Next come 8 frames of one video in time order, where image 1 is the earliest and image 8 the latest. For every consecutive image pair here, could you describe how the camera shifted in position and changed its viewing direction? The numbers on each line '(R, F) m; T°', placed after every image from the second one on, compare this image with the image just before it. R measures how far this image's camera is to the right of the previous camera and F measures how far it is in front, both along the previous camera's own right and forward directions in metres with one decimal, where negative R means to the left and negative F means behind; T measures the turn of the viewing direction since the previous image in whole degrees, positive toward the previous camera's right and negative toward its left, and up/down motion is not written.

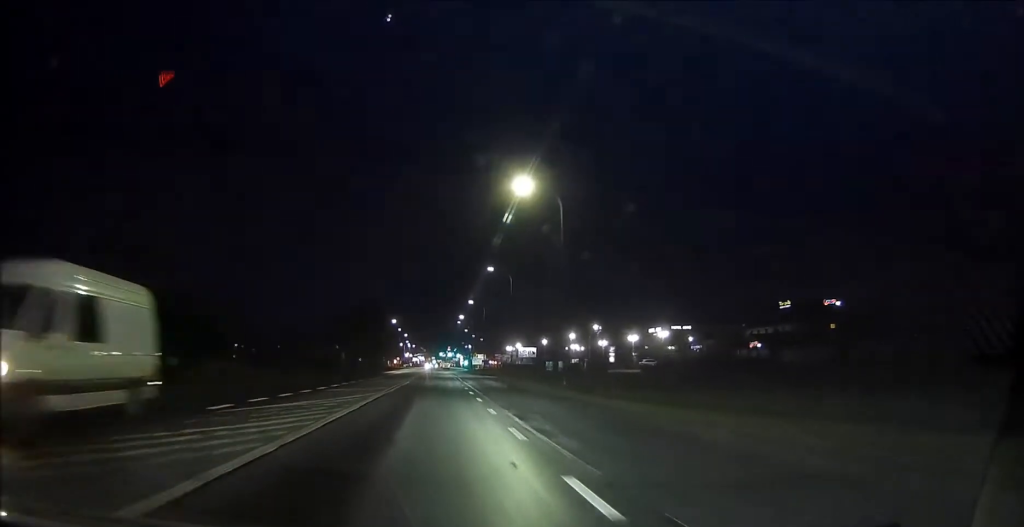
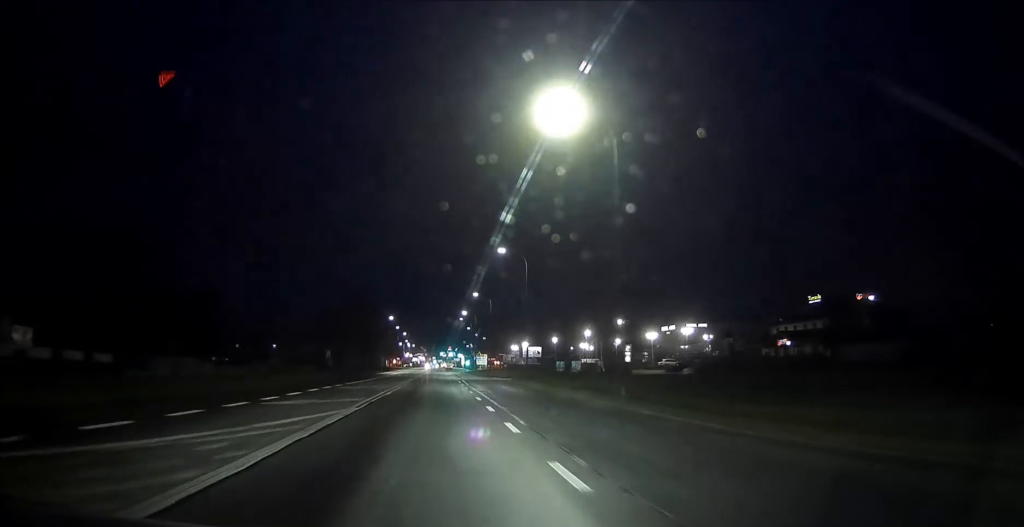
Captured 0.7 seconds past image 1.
(0.0, +10.8) m; 0°
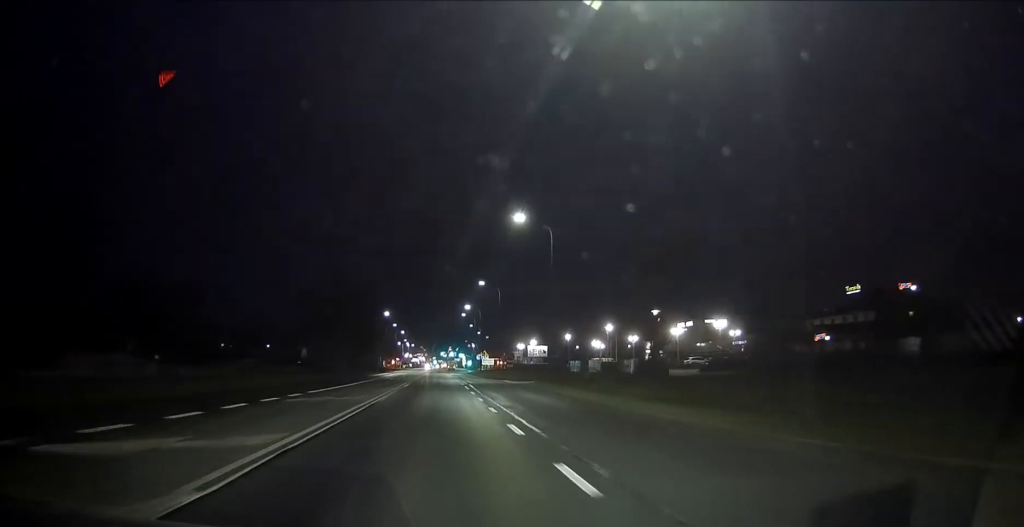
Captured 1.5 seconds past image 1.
(0.0, +12.5) m; 0°
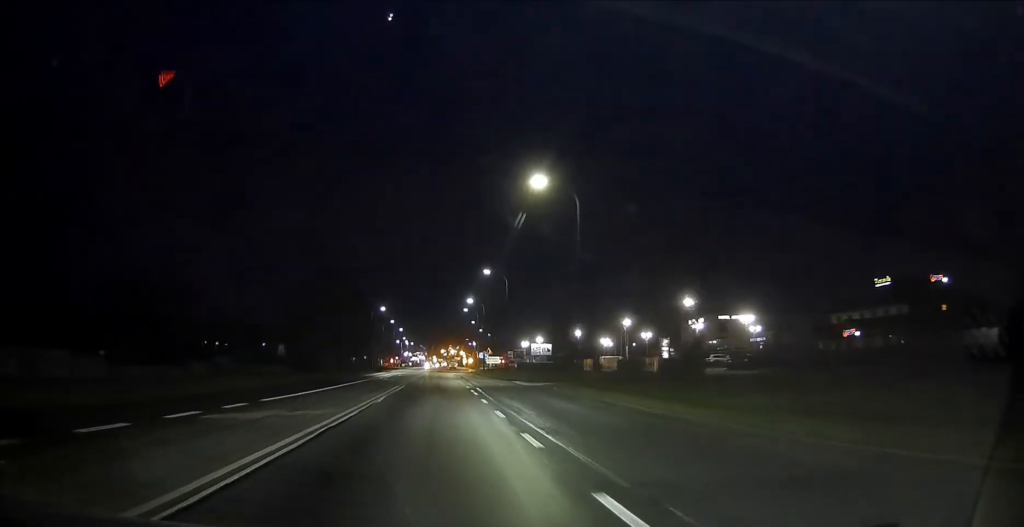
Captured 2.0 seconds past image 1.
(0.0, +8.4) m; 0°
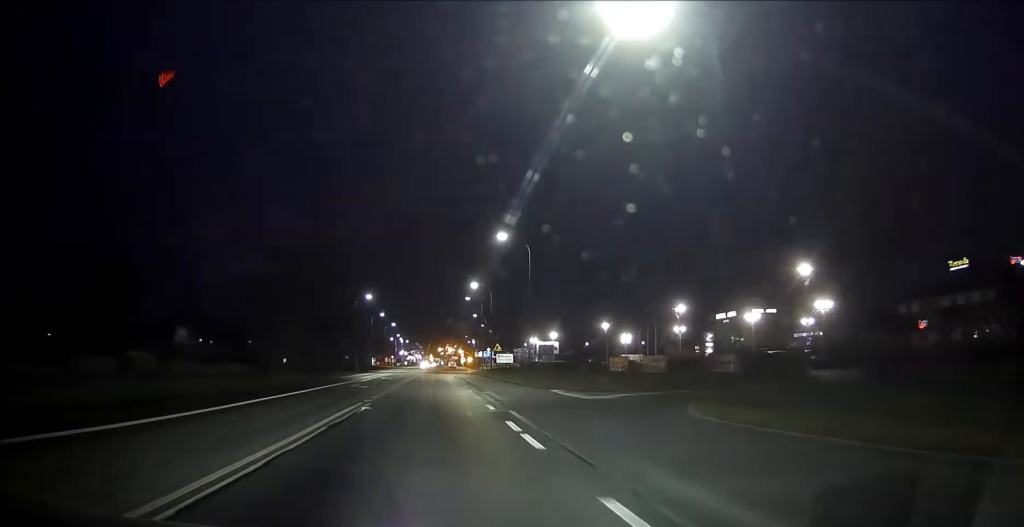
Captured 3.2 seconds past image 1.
(0.0, +18.7) m; 0°
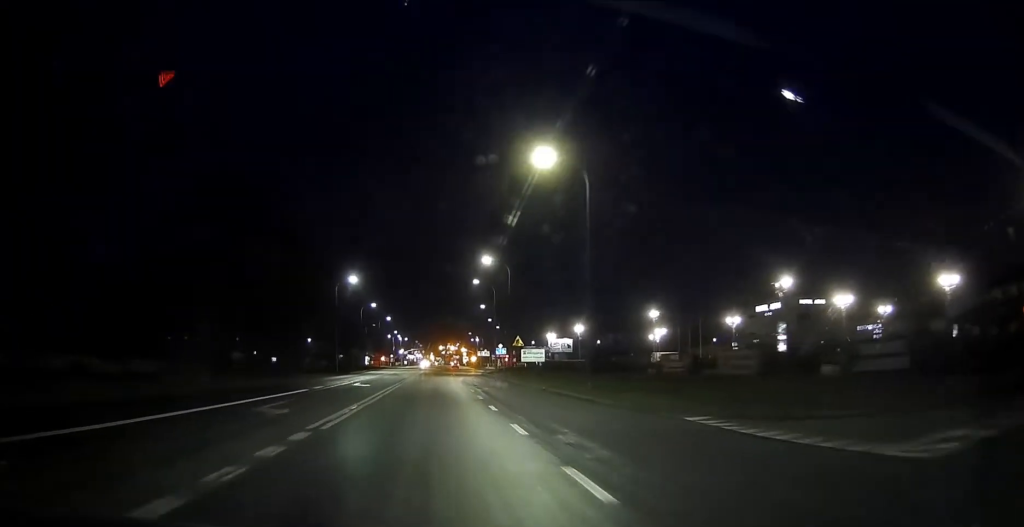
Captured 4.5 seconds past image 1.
(0.0, +18.9) m; 0°
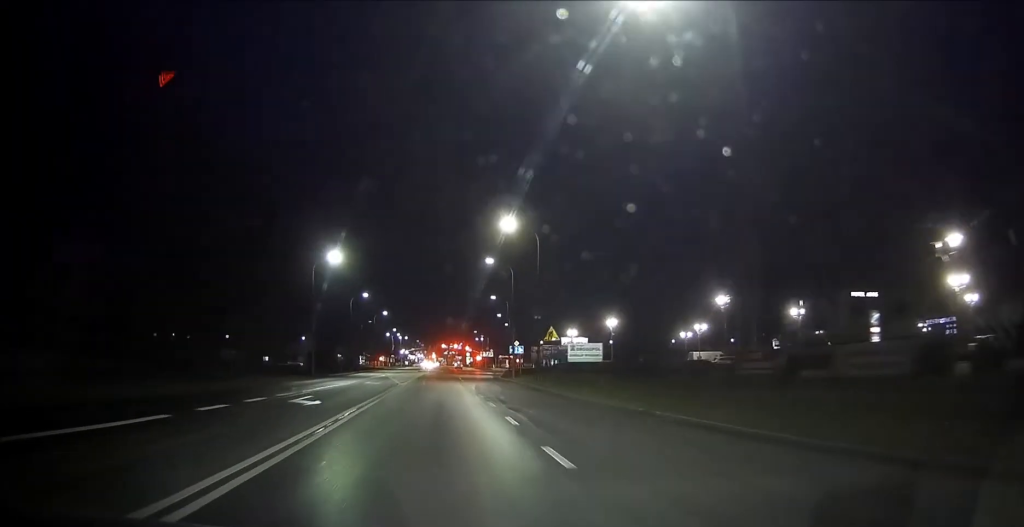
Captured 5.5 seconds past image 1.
(-0.1, +15.4) m; 0°
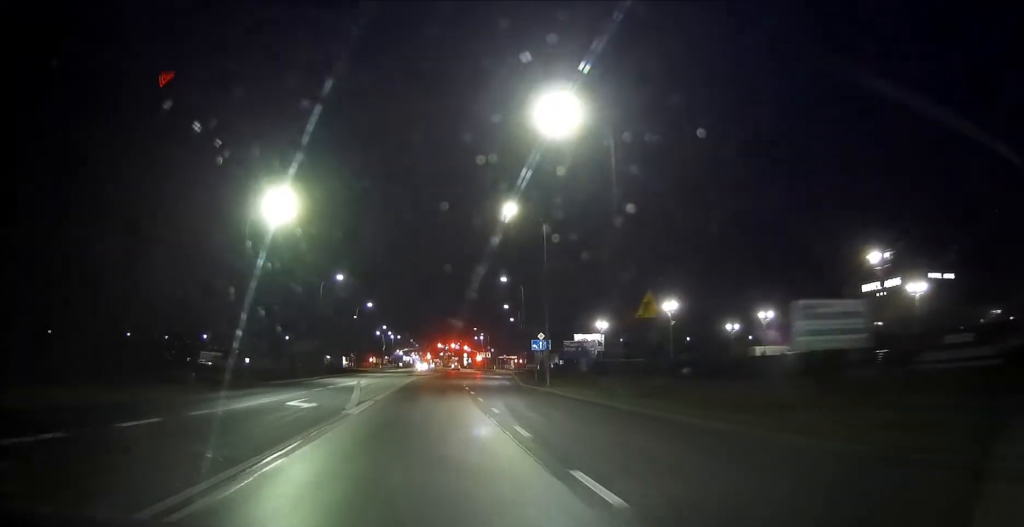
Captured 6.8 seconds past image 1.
(0.0, +19.4) m; 0°
